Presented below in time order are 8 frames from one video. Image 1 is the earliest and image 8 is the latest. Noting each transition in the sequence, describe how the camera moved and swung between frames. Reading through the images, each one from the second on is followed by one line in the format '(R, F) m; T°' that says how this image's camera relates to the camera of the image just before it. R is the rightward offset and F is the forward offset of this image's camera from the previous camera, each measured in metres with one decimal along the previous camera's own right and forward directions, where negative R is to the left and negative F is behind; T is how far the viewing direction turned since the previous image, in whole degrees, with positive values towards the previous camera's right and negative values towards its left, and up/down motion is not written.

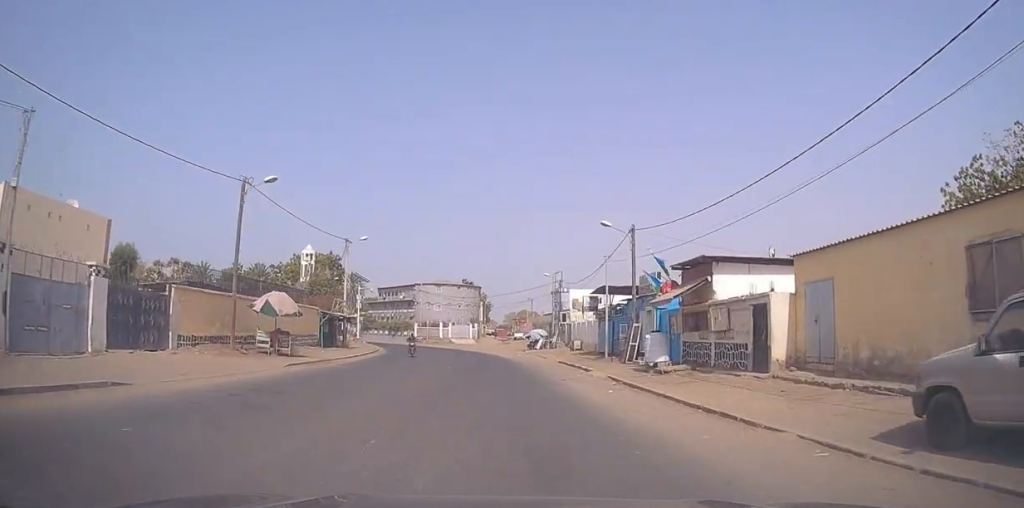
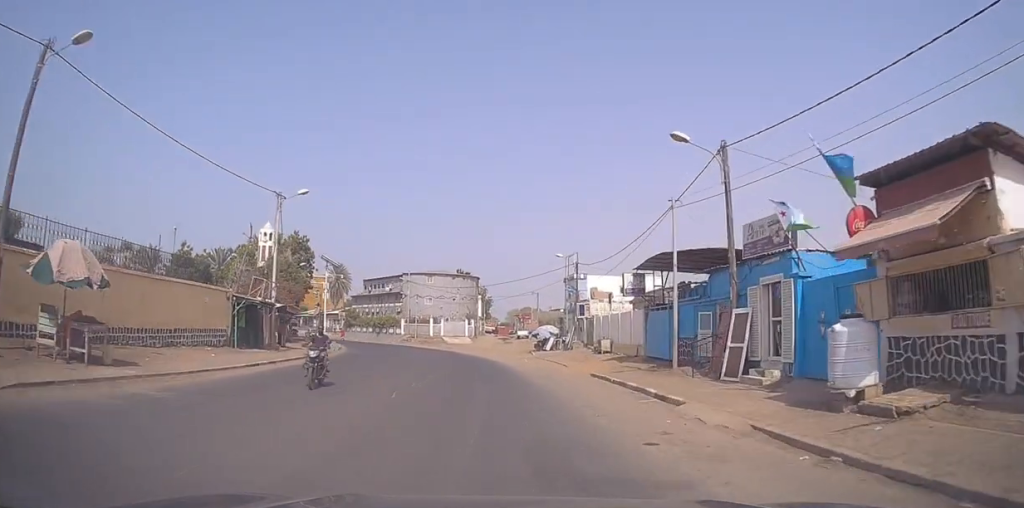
(+0.3, +14.1) m; +1°
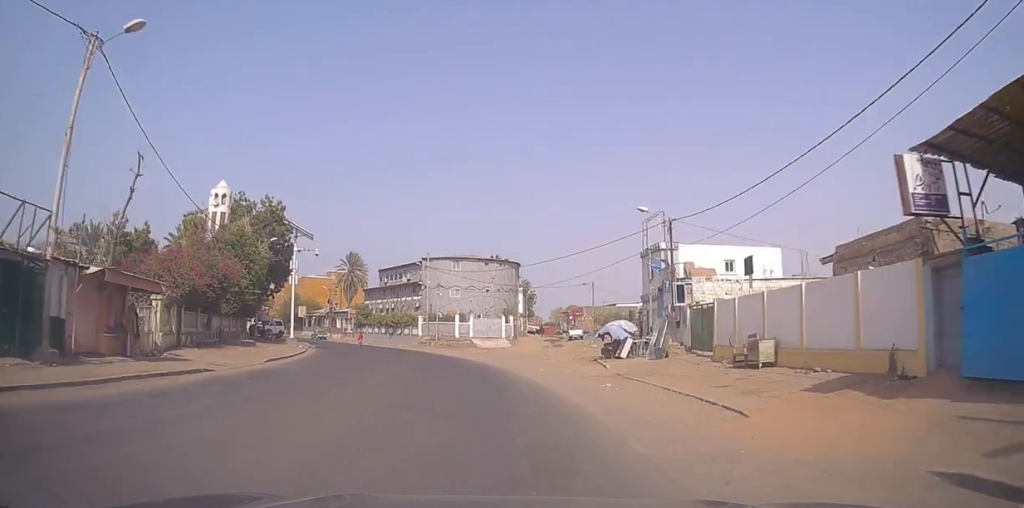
(0.0, +18.9) m; -2°
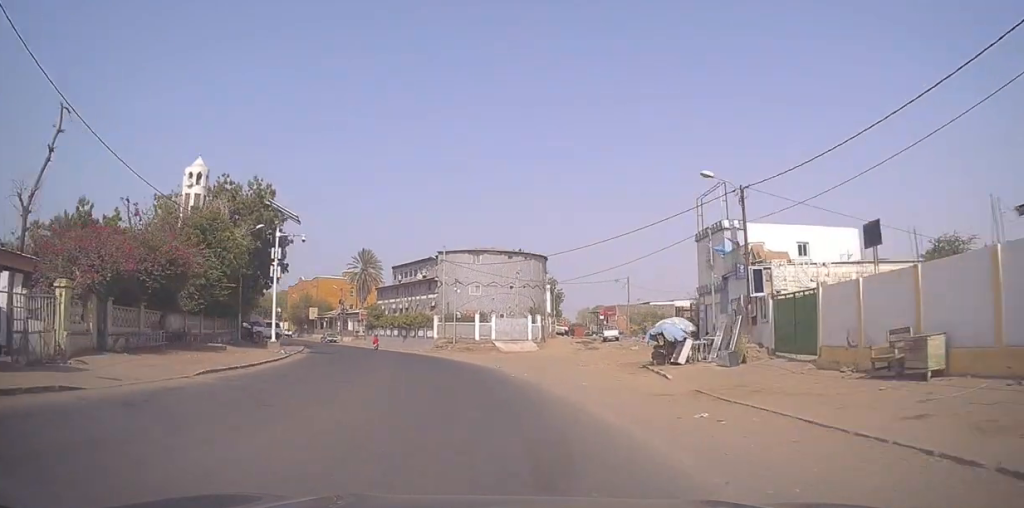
(-0.3, +7.4) m; -2°
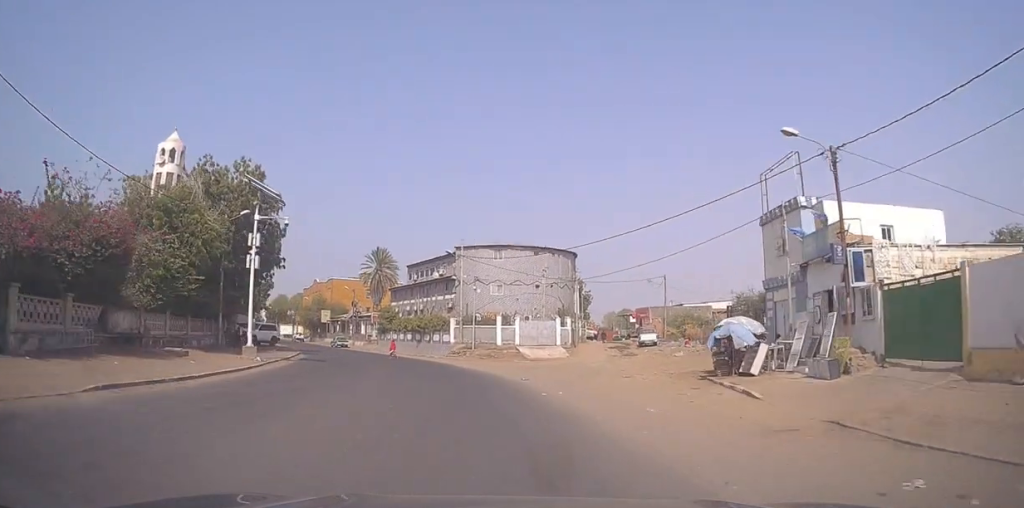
(-0.1, +6.2) m; -2°
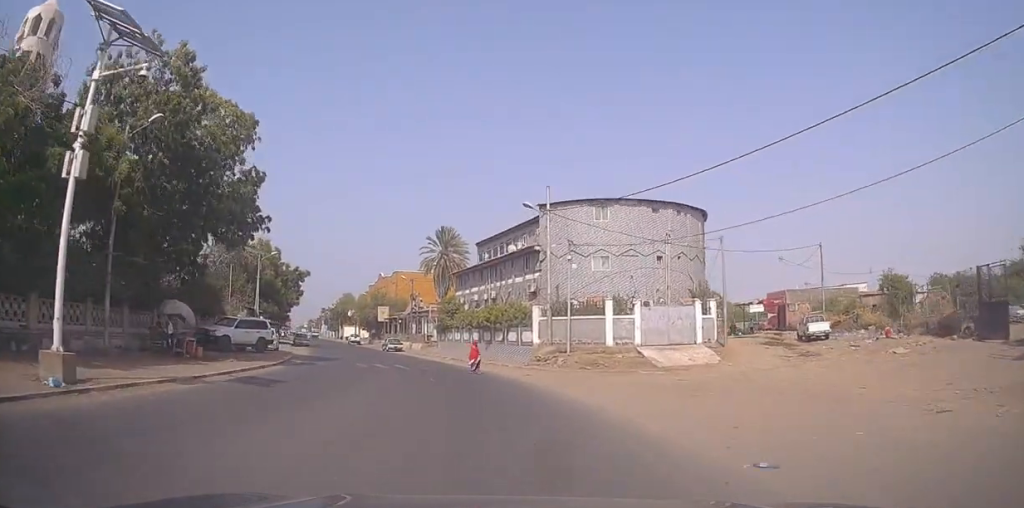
(-0.9, +17.6) m; -8°
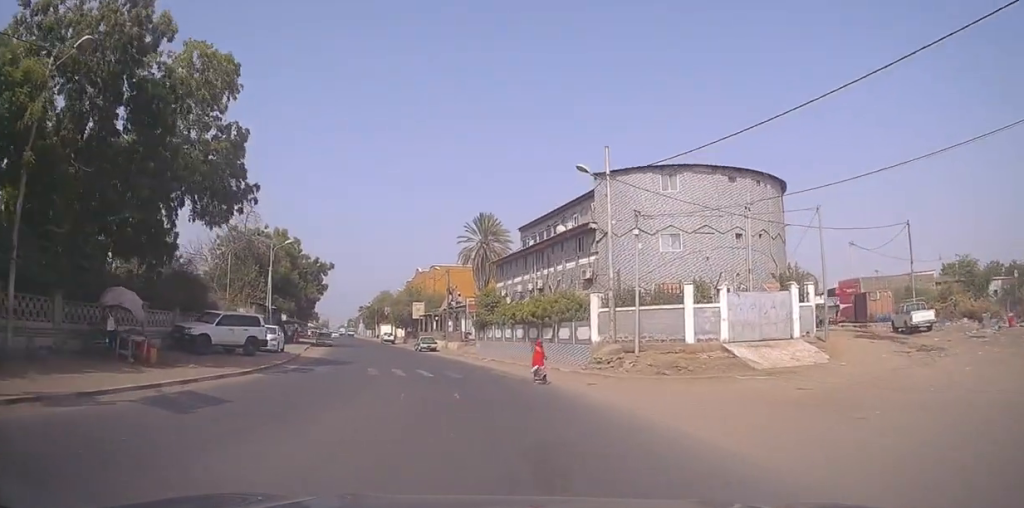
(-0.3, +6.7) m; -5°
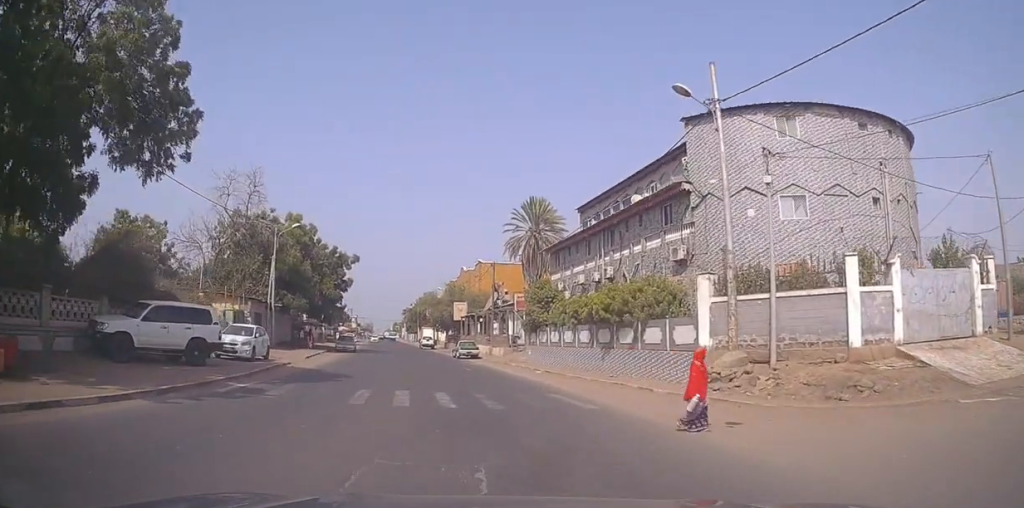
(-0.5, +9.0) m; -6°
